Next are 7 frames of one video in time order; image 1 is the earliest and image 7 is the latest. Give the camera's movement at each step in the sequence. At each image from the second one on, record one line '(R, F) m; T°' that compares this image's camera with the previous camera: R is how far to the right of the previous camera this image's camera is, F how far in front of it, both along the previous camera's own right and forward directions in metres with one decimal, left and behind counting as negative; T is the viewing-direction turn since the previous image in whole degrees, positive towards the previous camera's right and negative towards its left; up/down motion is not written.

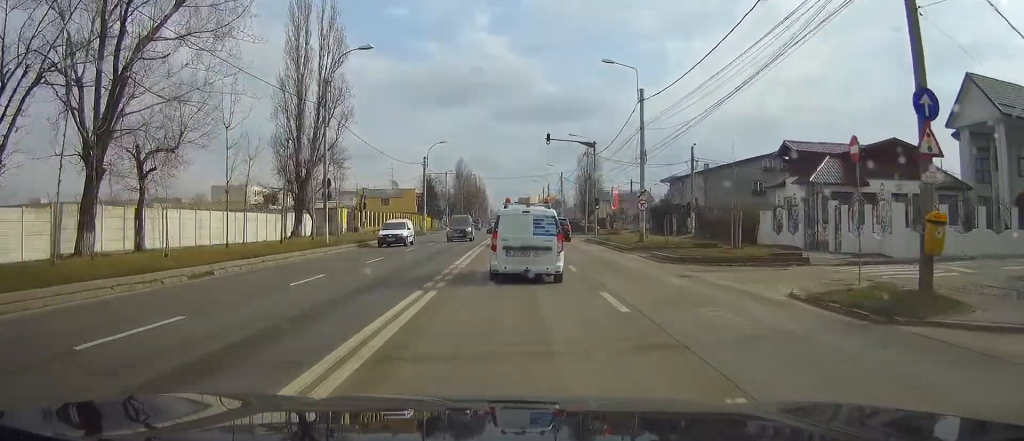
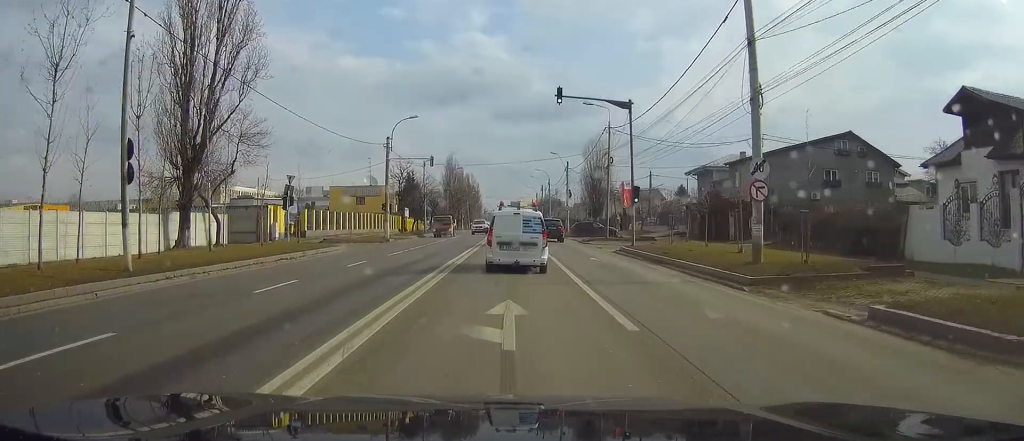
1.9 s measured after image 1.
(0.0, +20.4) m; 0°
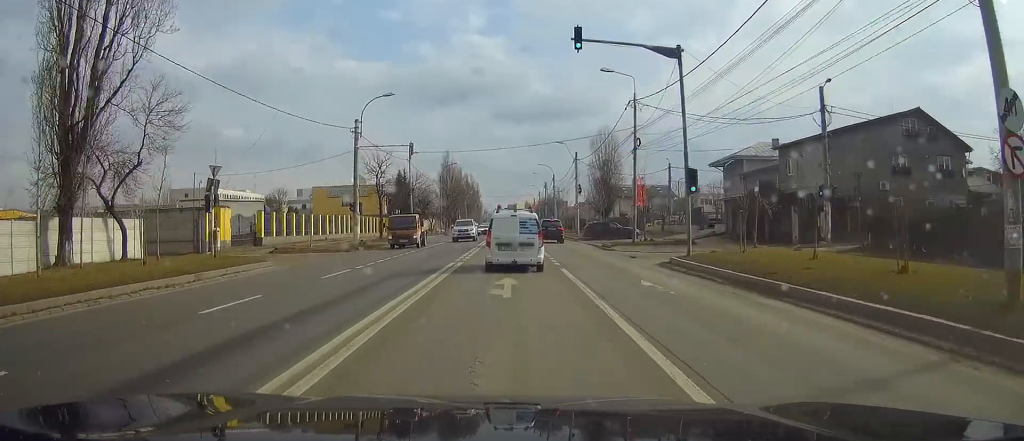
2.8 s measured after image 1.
(0.0, +11.4) m; 0°
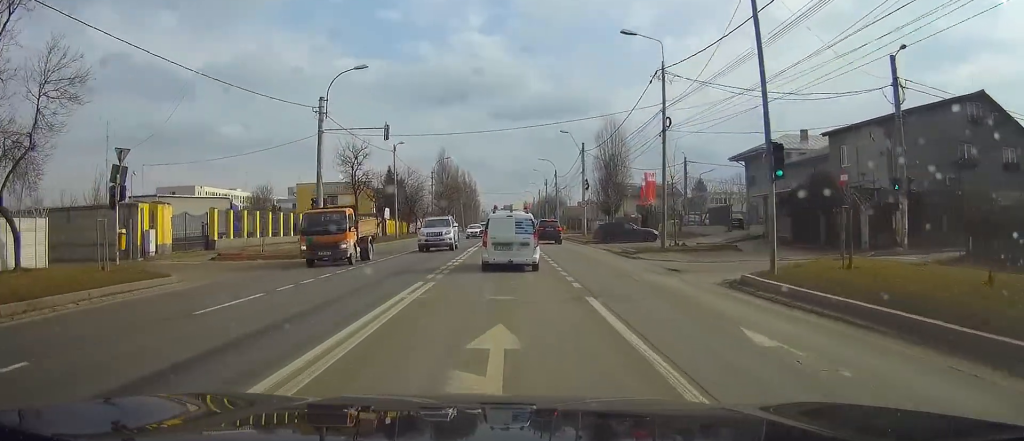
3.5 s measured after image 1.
(+0.1, +8.6) m; 0°
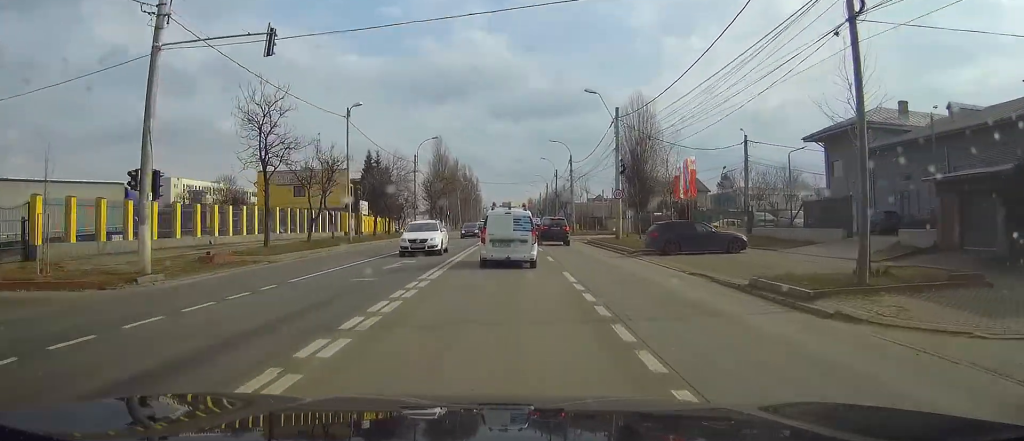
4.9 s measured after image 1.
(-0.2, +19.3) m; 0°
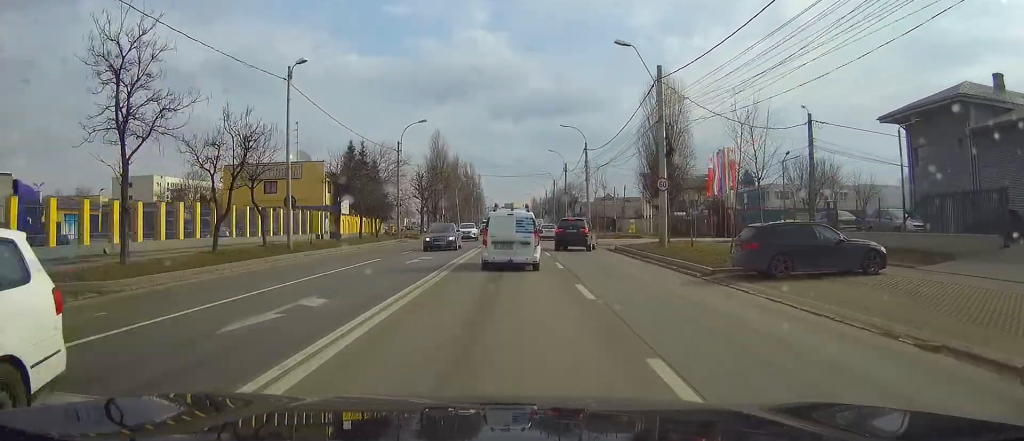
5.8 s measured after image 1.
(+0.1, +12.6) m; 0°
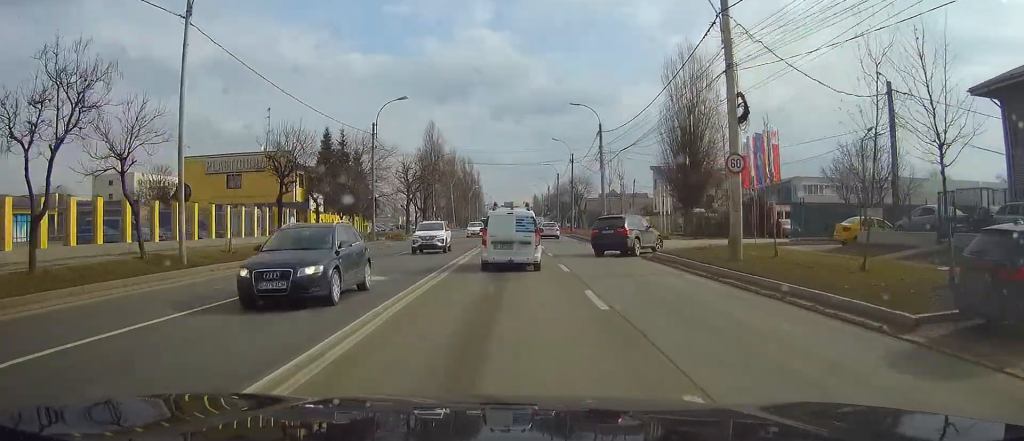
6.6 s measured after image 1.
(0.0, +10.9) m; 0°
